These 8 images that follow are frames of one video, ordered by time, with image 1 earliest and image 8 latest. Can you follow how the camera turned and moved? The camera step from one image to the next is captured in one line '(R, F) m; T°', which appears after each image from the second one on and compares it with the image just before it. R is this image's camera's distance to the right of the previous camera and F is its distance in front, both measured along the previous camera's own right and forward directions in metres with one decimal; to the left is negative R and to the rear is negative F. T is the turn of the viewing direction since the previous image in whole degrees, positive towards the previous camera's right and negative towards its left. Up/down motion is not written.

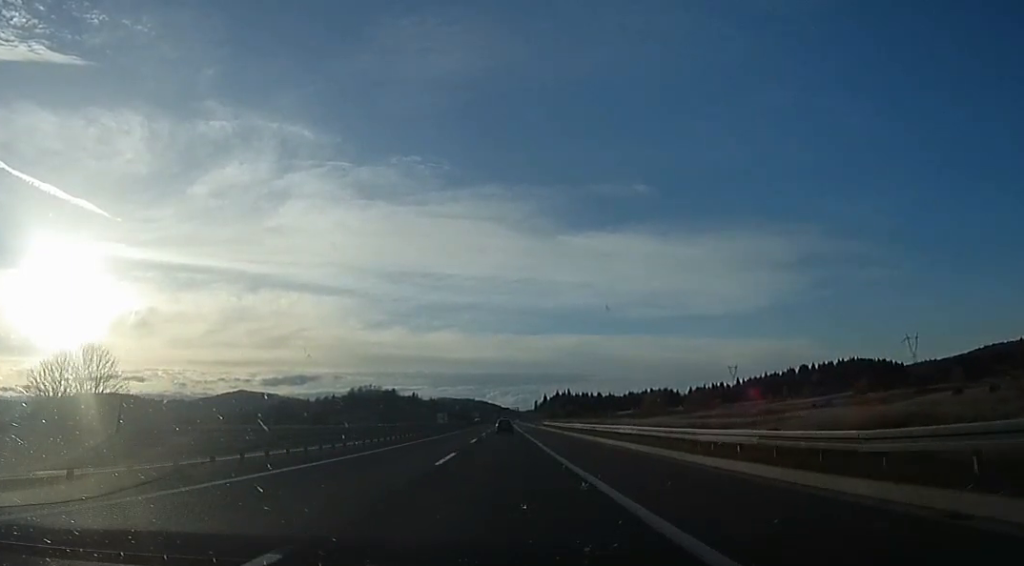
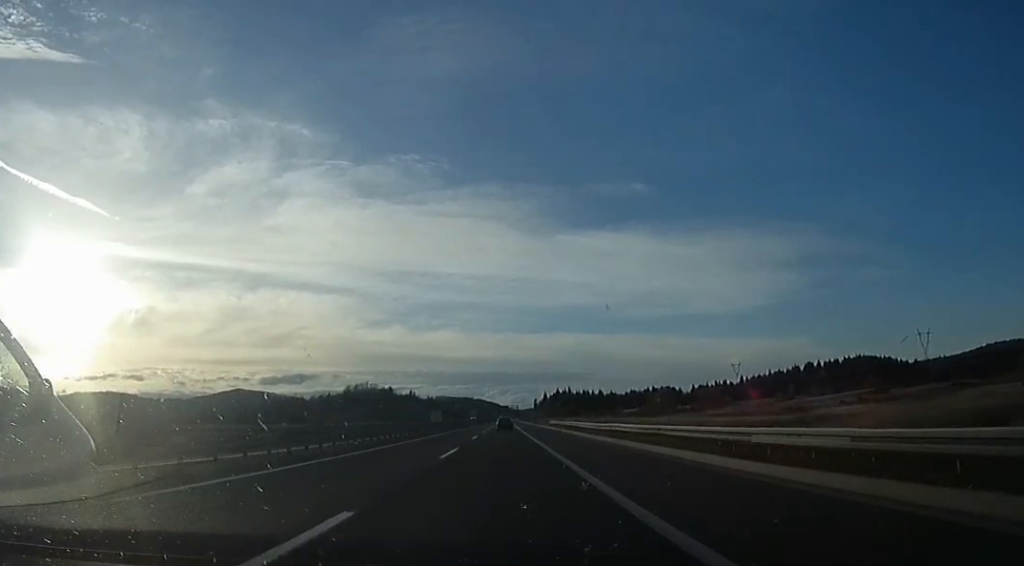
(+0.1, +15.7) m; 0°
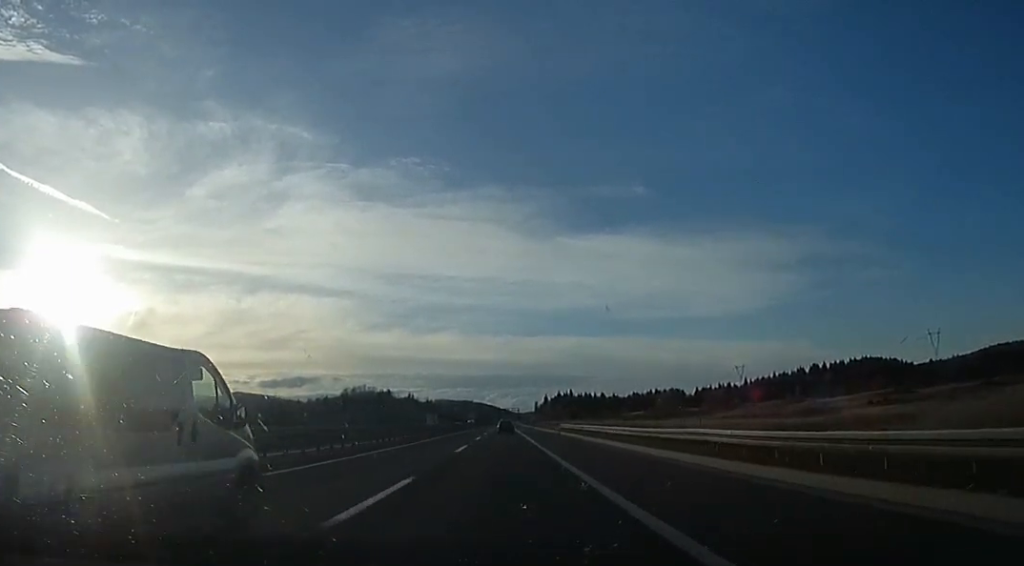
(0.0, +12.3) m; 0°
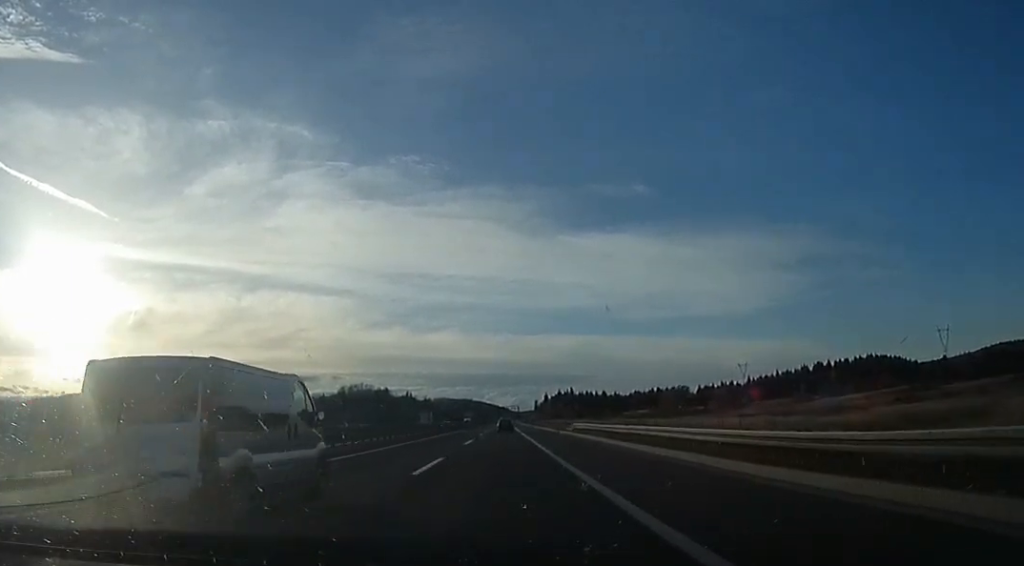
(0.0, +11.4) m; 0°
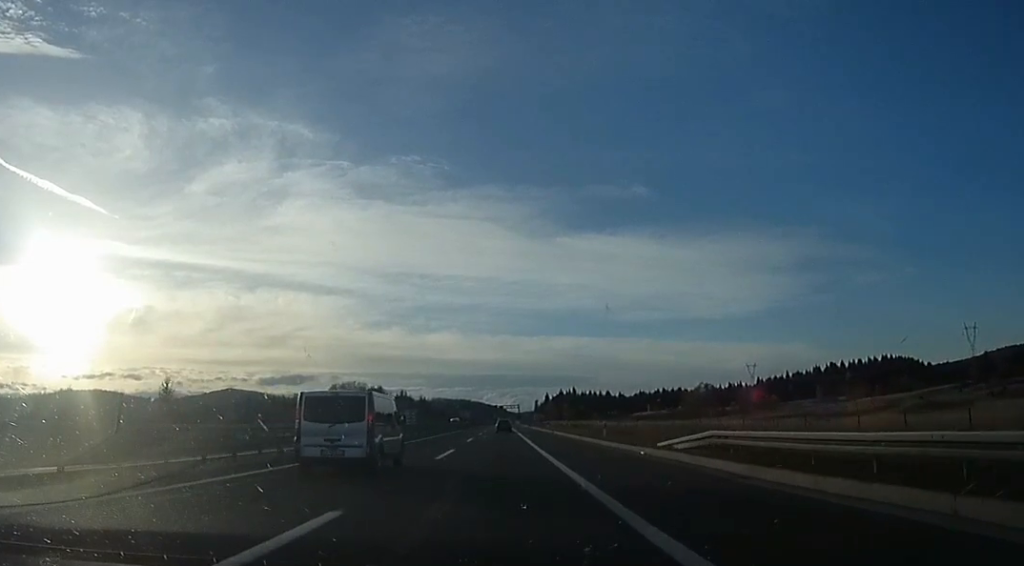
(0.0, +30.3) m; 0°
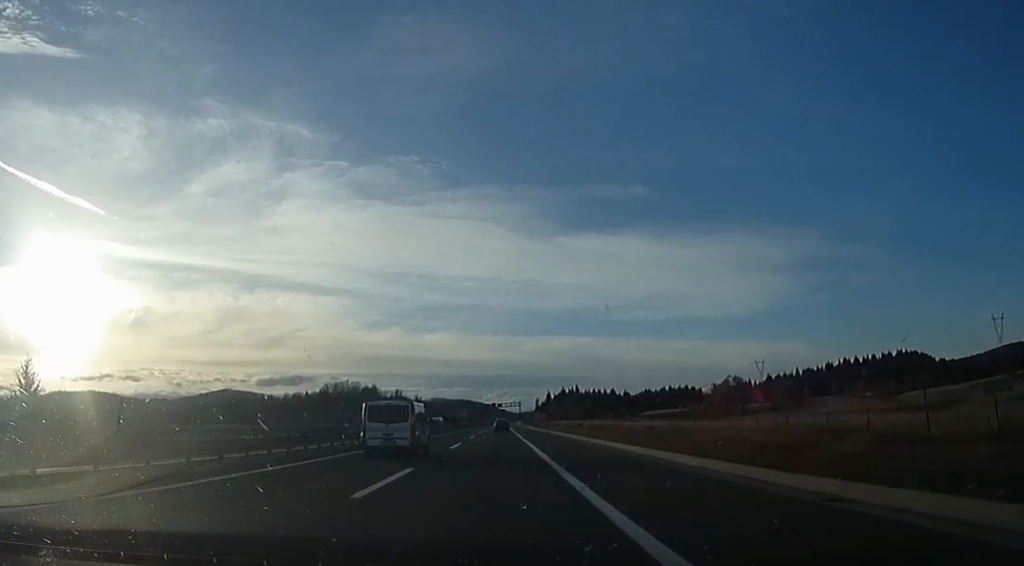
(0.0, +28.6) m; 0°
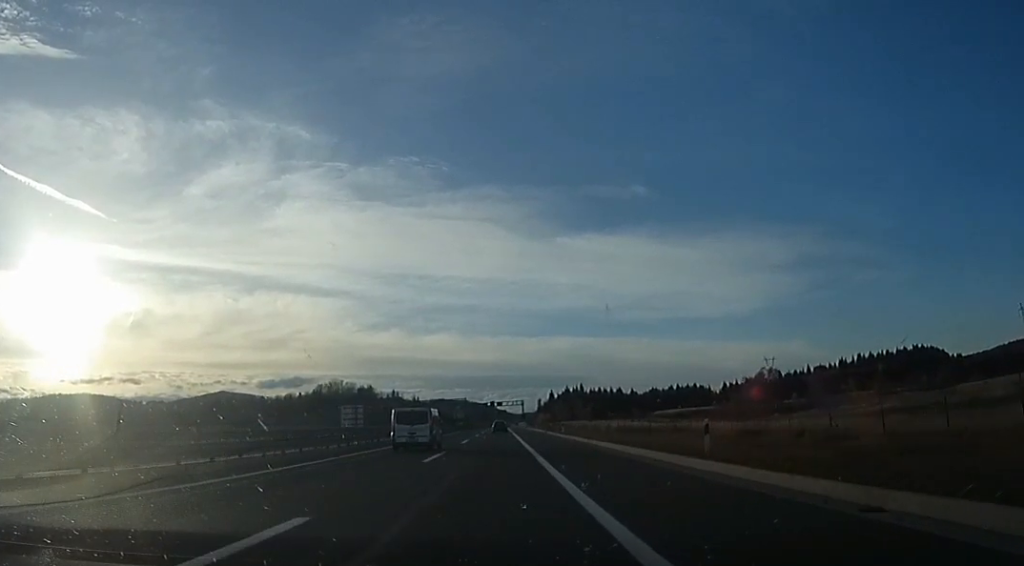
(0.0, +26.2) m; 0°
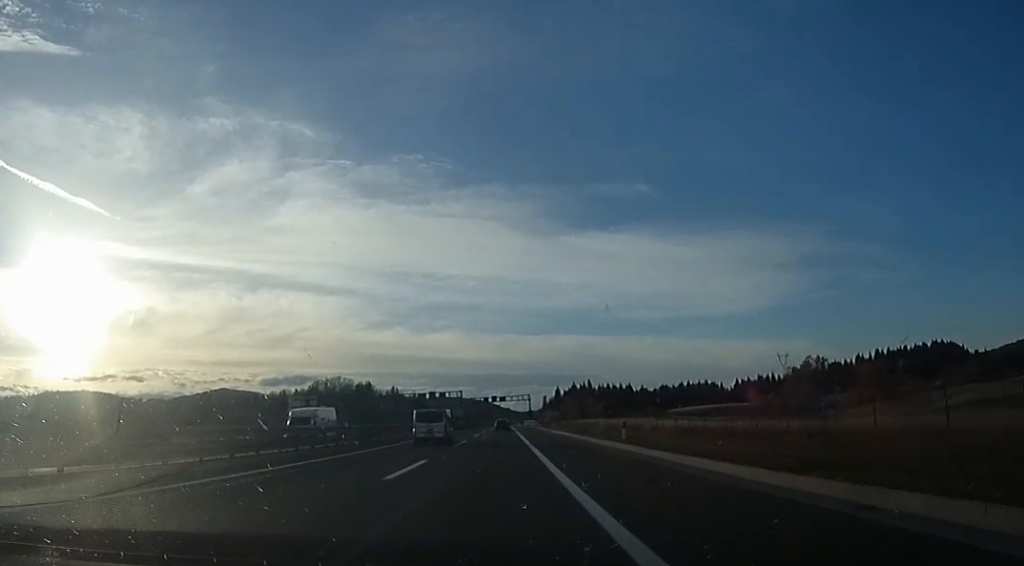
(0.0, +24.8) m; -2°
